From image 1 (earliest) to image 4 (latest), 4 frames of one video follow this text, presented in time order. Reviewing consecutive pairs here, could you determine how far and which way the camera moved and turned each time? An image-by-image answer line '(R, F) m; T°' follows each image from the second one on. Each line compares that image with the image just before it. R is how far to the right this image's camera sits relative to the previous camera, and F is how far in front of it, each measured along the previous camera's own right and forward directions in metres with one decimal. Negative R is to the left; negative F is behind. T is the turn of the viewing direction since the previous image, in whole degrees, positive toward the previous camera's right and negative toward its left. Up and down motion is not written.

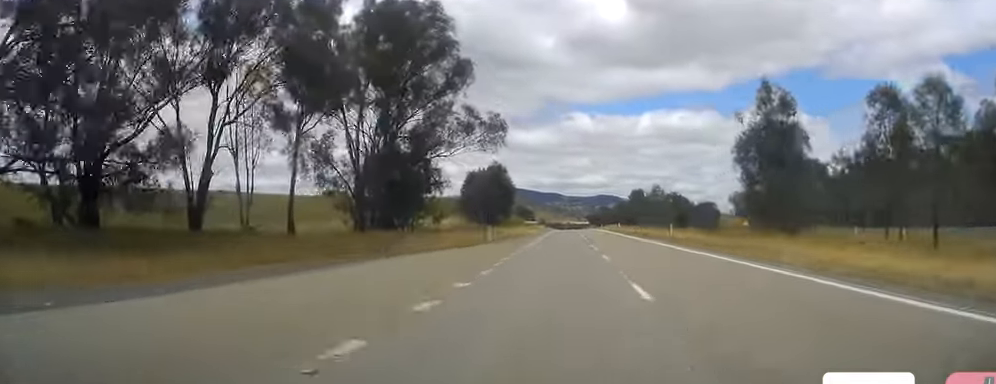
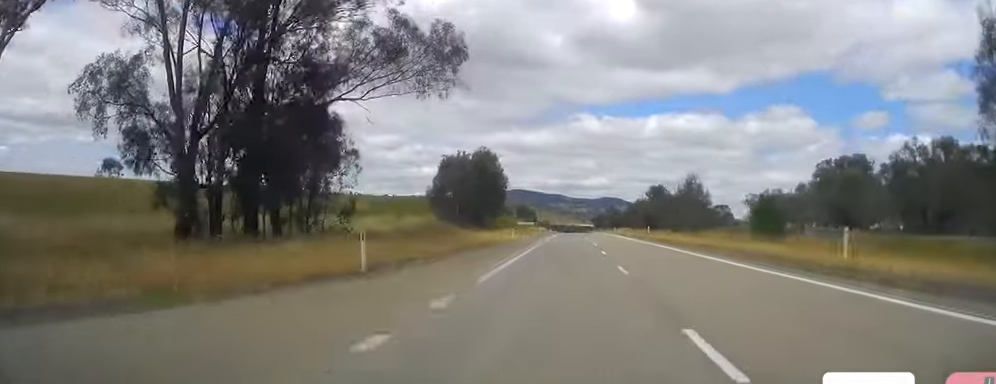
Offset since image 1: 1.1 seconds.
(0.0, +31.2) m; 0°
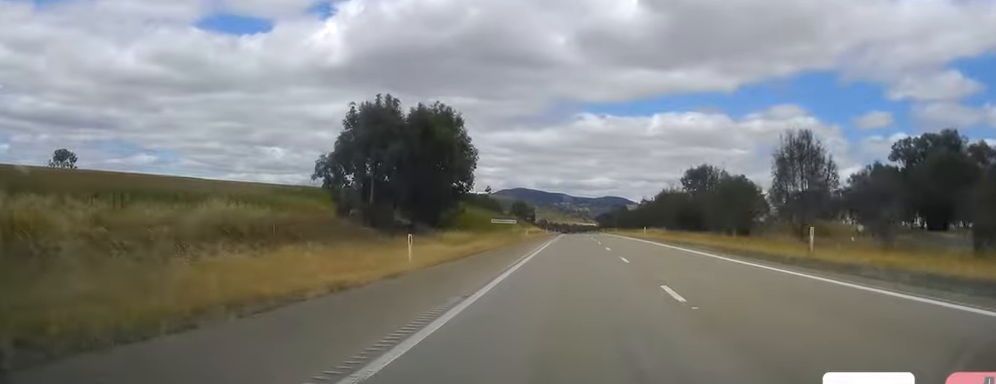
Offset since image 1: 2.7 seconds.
(+0.2, +44.6) m; 0°
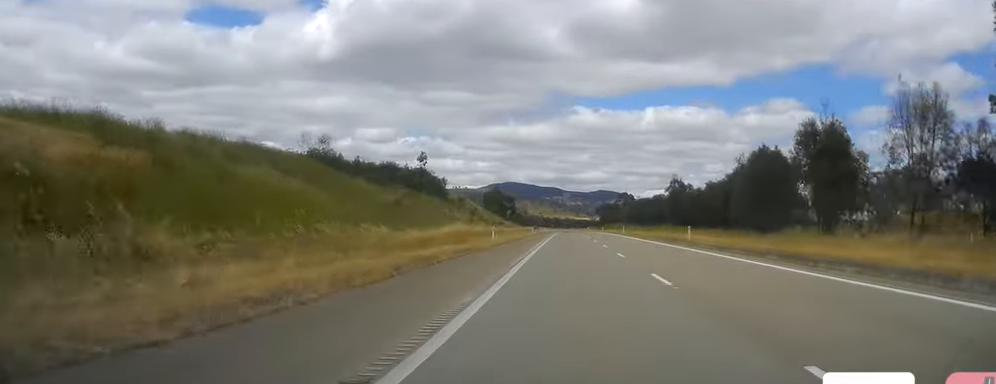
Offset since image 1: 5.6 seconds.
(-1.8, +84.7) m; -1°
